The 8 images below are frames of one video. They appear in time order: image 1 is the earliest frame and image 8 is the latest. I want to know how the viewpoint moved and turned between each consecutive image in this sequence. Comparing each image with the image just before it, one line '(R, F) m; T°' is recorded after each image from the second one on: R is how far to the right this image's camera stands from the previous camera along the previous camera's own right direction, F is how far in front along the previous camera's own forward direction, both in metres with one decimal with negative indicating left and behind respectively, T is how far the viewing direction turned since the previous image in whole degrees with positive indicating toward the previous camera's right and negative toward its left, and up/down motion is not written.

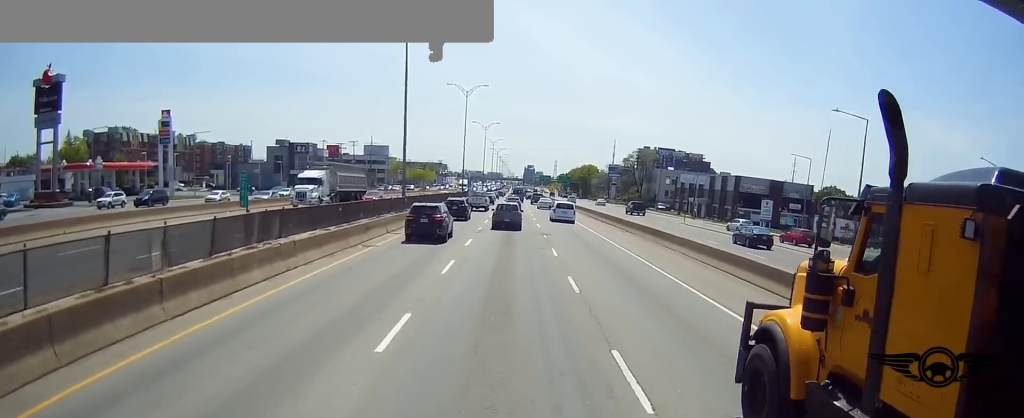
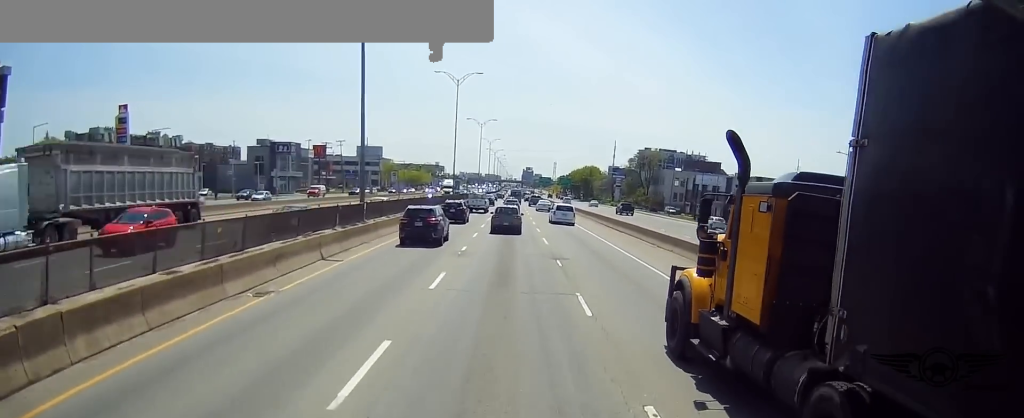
(-0.1, +12.0) m; -2°
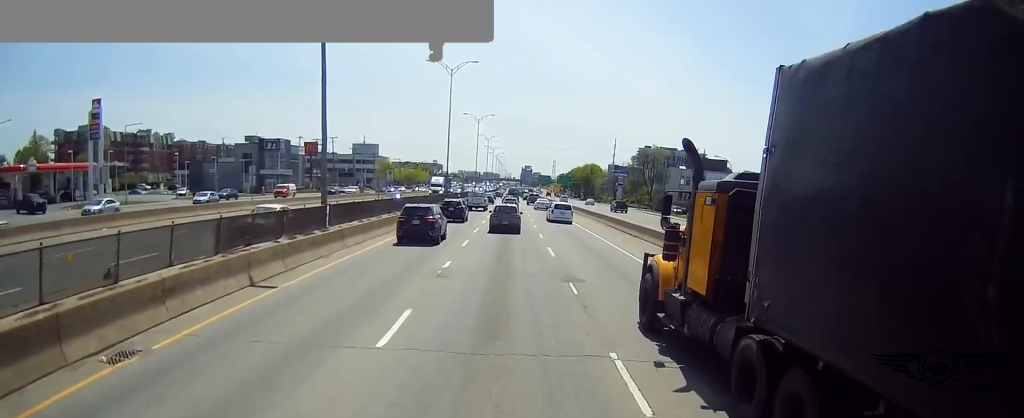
(-0.1, +6.4) m; 0°
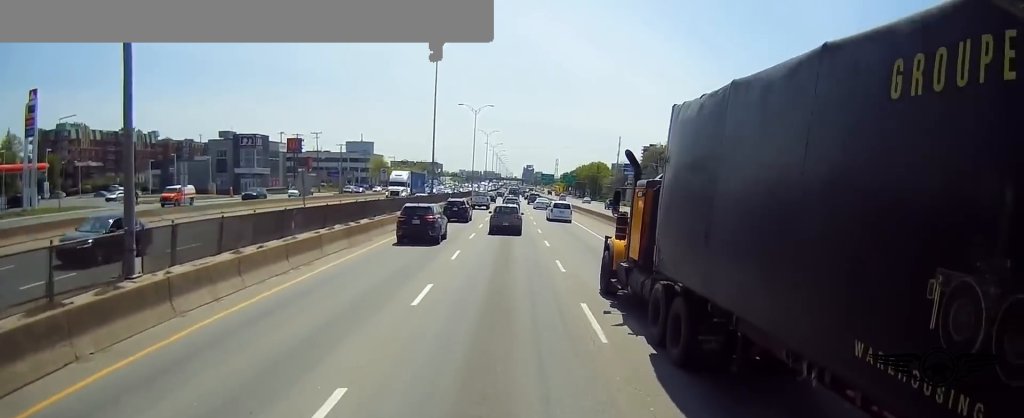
(+0.4, +14.3) m; +2°
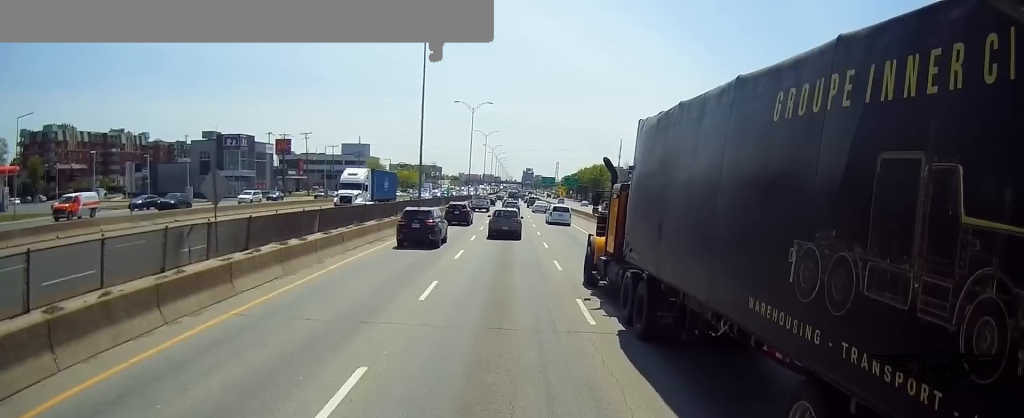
(-0.1, +8.1) m; 0°
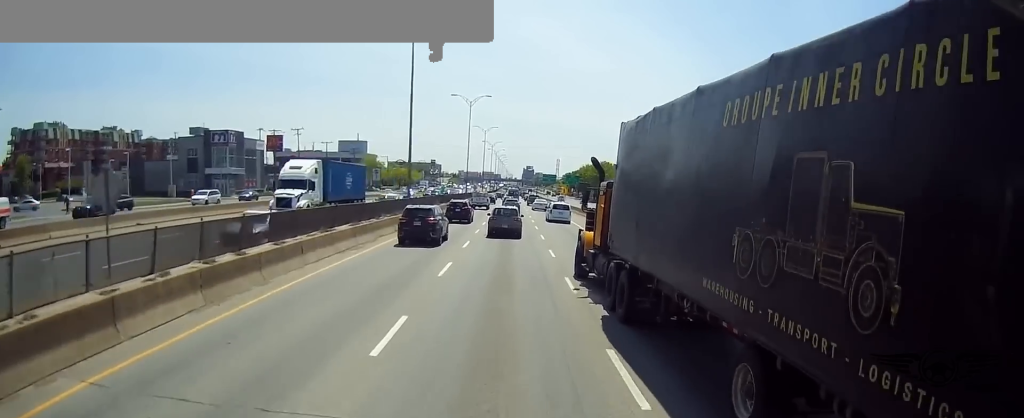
(-0.1, +5.5) m; -1°
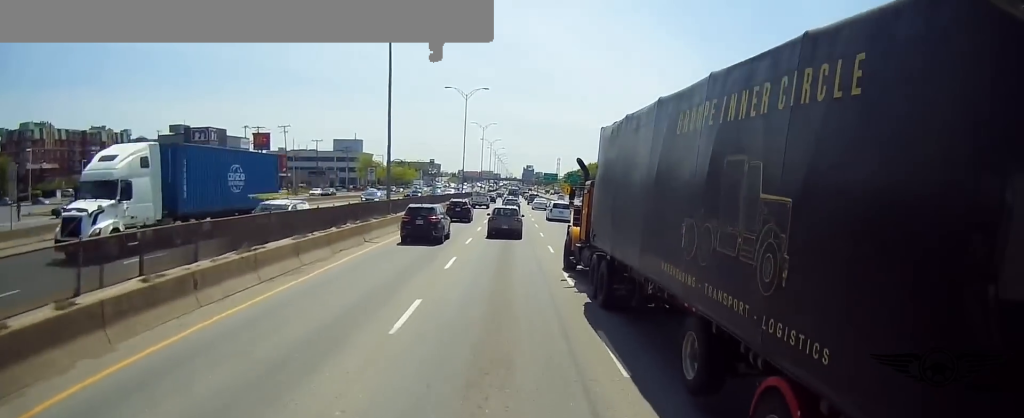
(0.0, +8.1) m; 0°
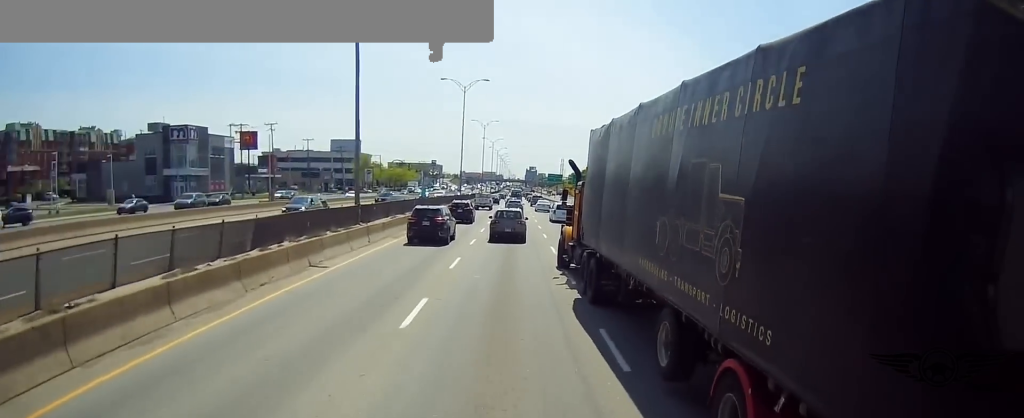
(0.0, +8.8) m; 0°
